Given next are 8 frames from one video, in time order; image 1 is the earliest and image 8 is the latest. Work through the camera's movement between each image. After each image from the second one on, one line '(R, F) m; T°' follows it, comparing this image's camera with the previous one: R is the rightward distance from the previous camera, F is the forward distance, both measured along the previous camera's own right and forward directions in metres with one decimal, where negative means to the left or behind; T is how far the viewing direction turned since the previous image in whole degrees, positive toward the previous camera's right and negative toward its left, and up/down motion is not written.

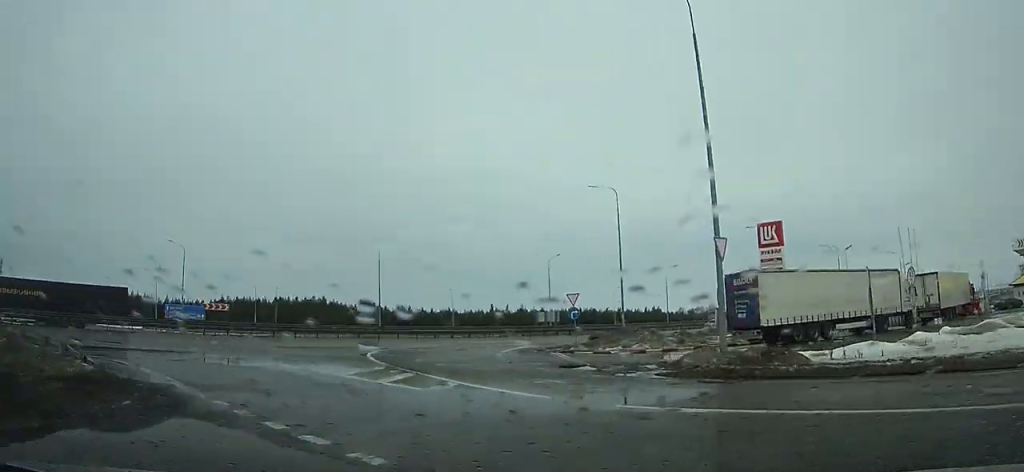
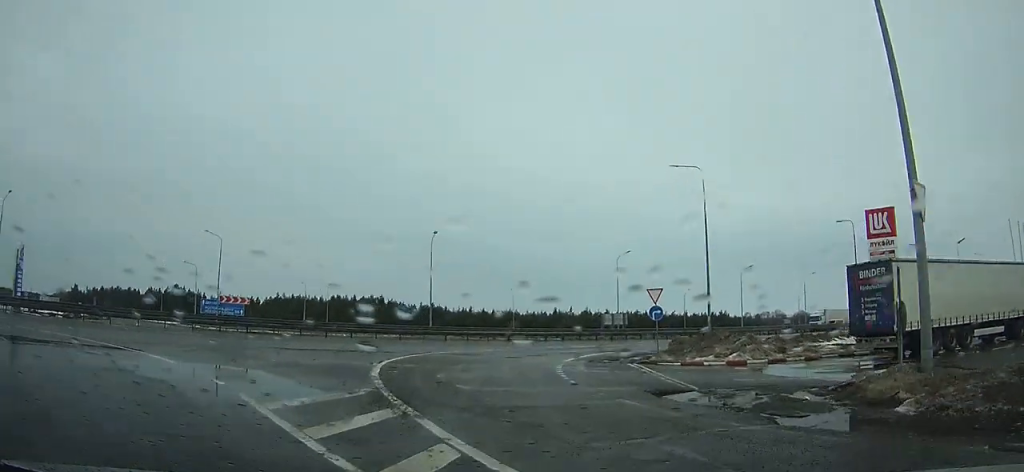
(-1.0, +8.1) m; -1°
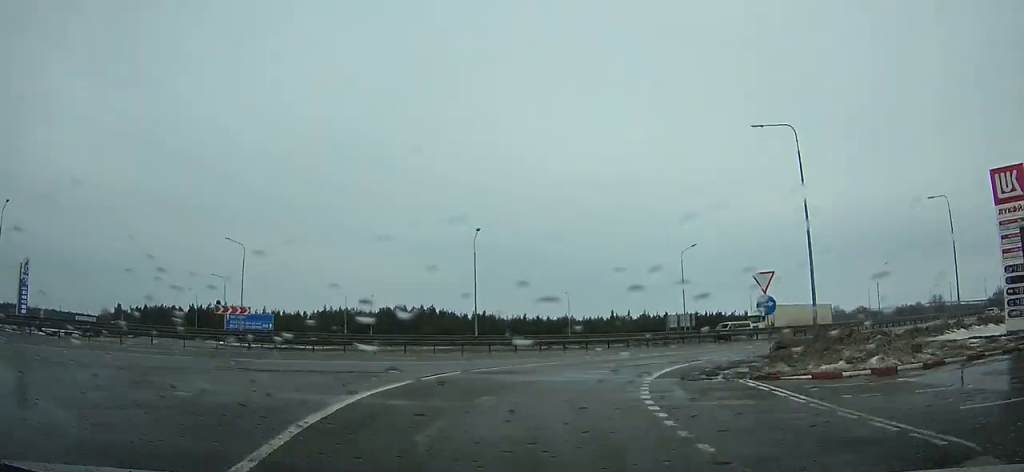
(-0.7, +8.2) m; 0°
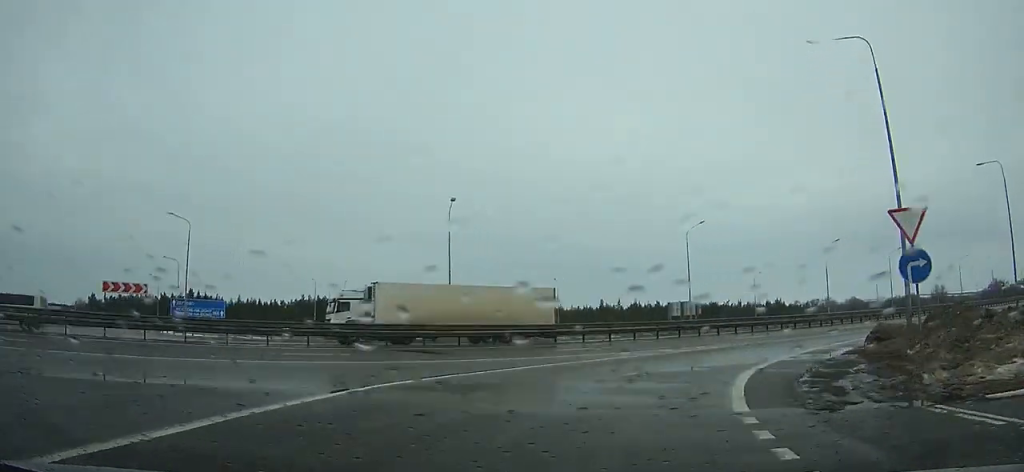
(+0.5, +10.6) m; +12°
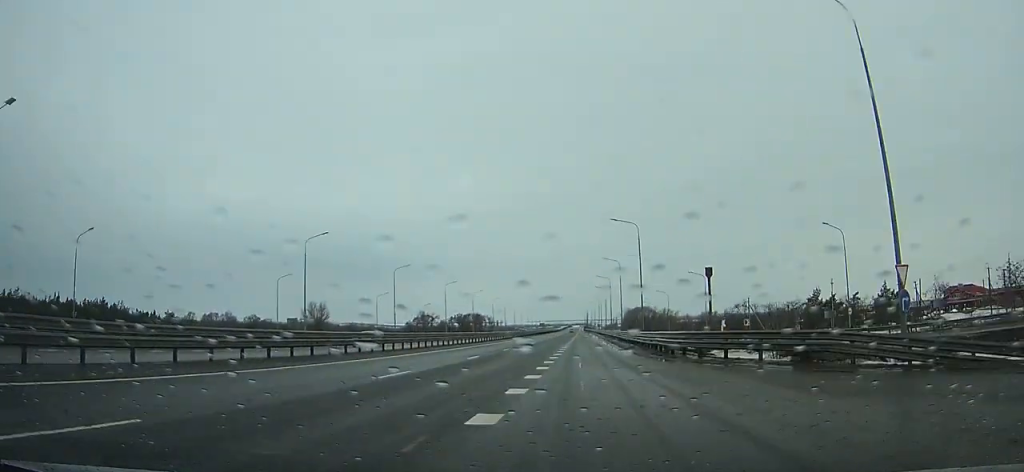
(+50.9, +86.8) m; +37°
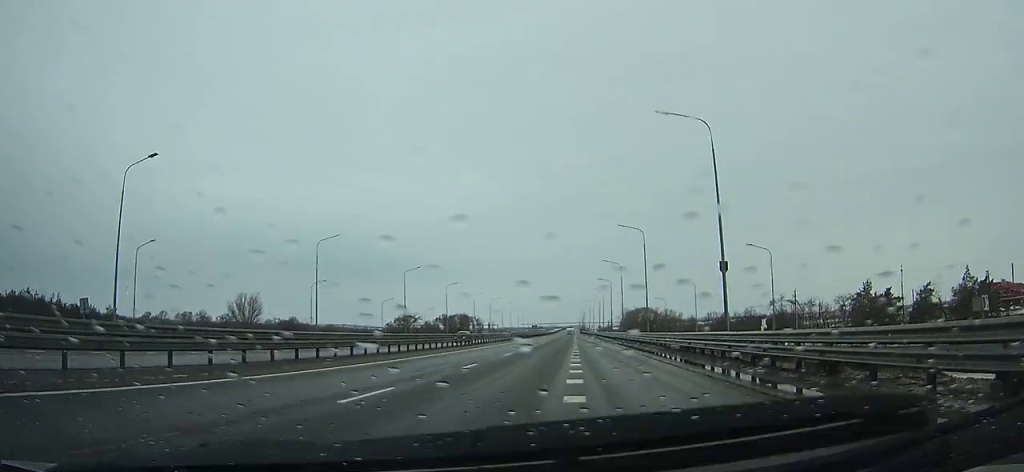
(0.0, +30.2) m; +1°
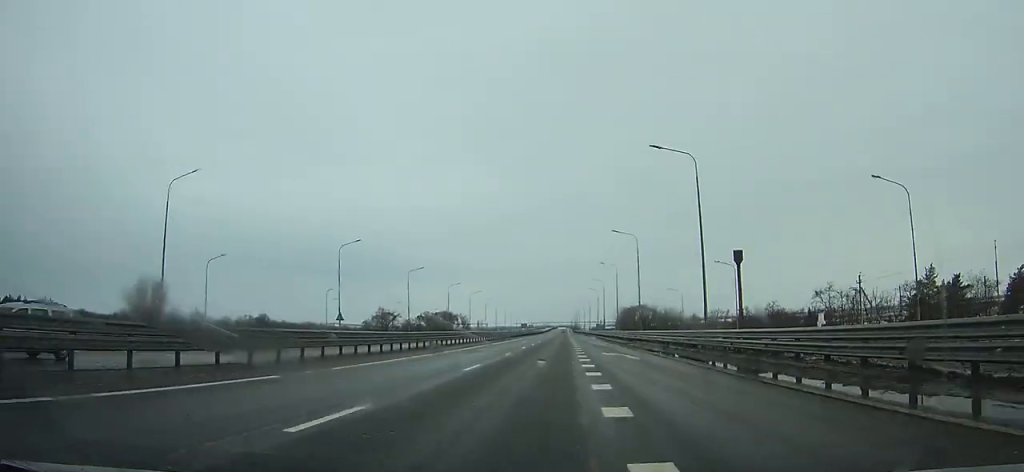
(+0.2, +26.8) m; +1°
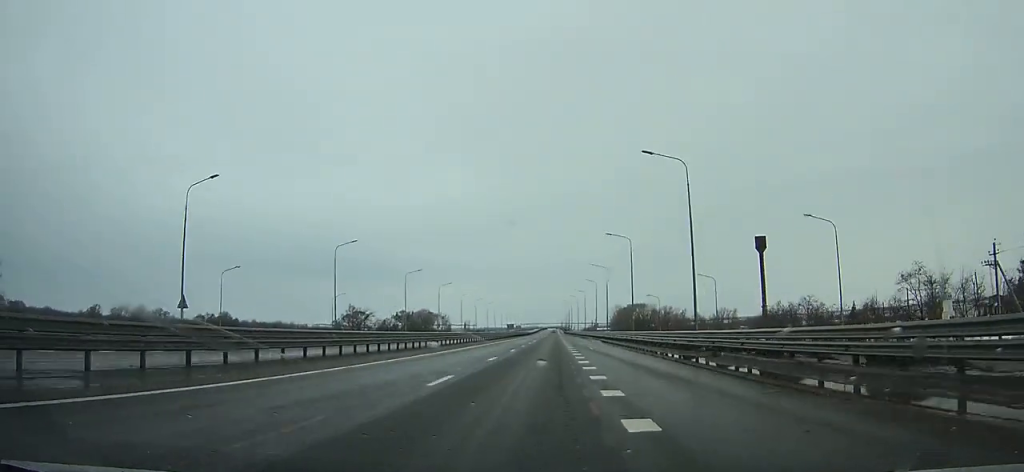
(+0.1, +30.6) m; 0°
